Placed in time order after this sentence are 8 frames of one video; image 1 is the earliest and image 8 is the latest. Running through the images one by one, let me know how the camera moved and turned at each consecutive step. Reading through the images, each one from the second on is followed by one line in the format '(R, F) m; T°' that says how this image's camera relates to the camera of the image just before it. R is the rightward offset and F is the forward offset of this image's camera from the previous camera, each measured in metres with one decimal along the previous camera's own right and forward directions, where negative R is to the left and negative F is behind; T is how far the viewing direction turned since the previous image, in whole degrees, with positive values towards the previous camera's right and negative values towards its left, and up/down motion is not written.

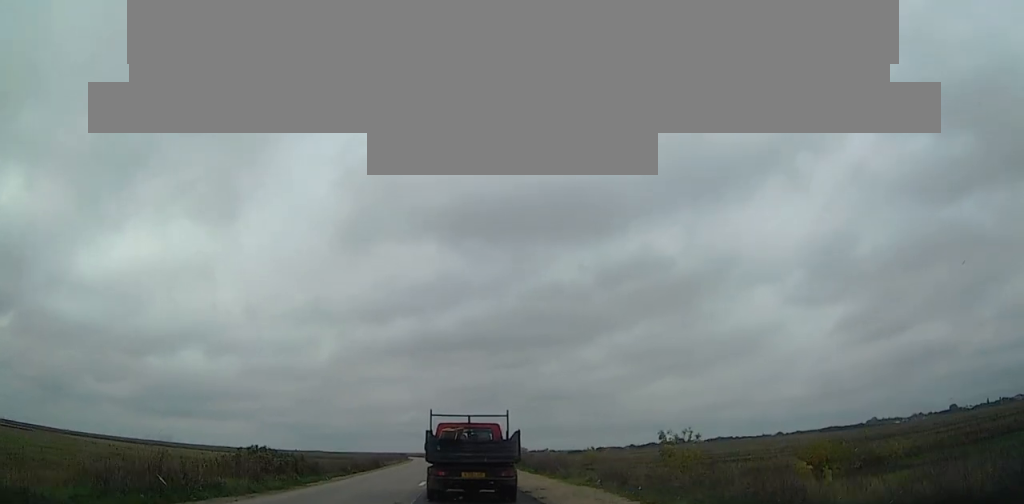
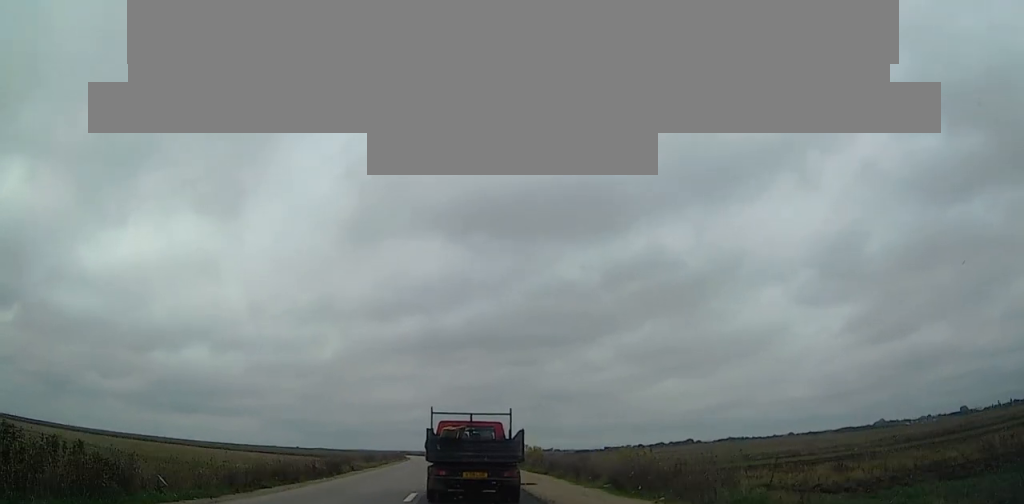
(0.0, +20.0) m; 0°
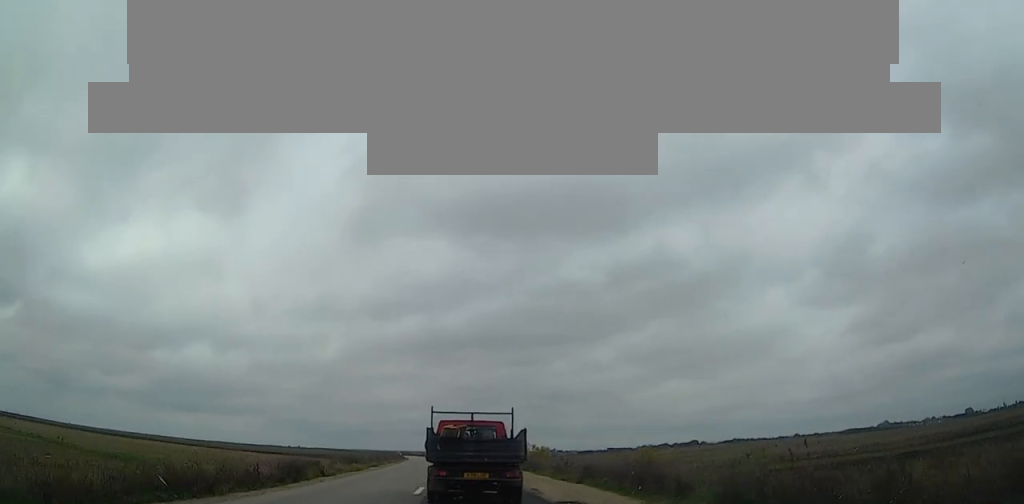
(0.0, +9.3) m; 0°
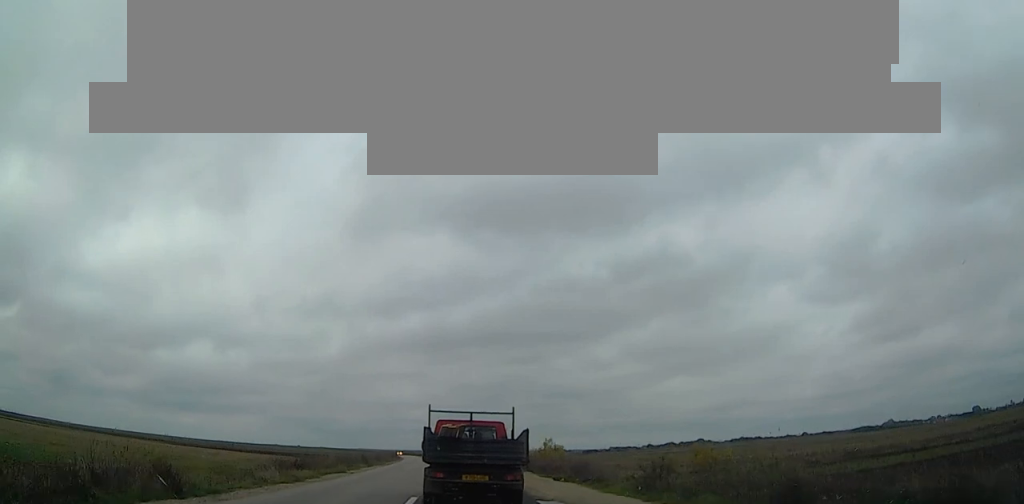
(0.0, +16.4) m; 0°
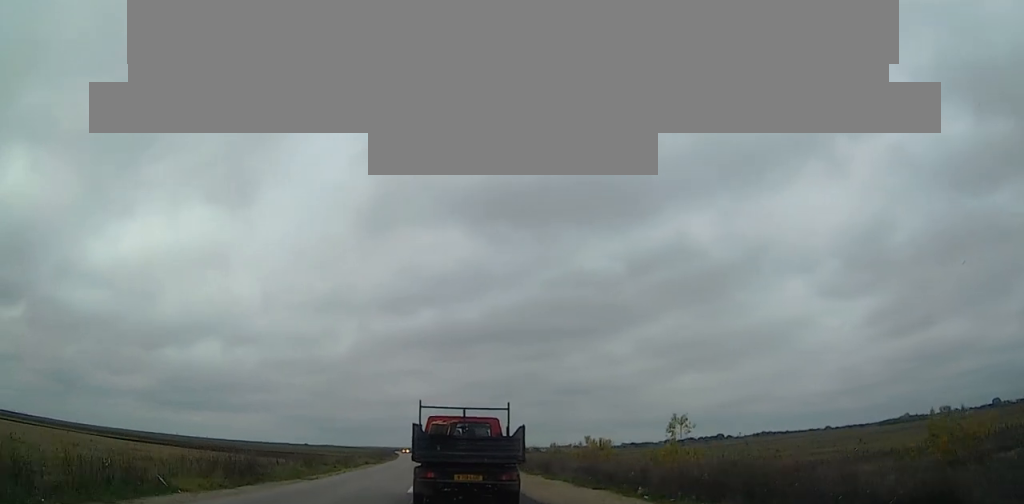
(-0.3, +31.3) m; -1°
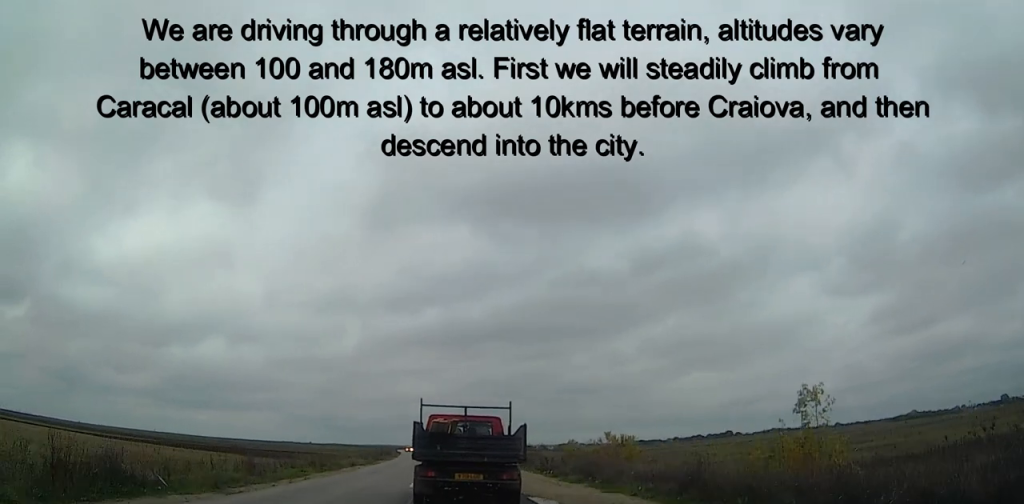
(0.0, +10.2) m; 0°
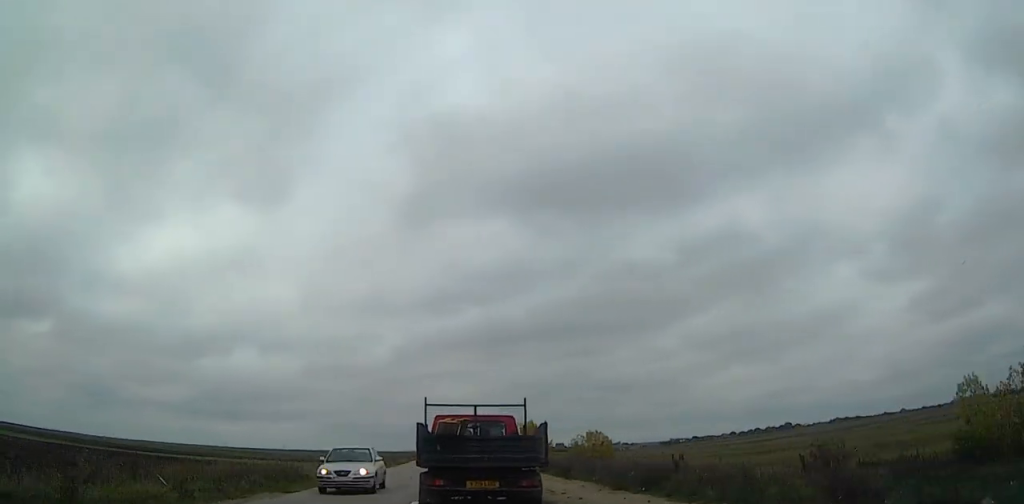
(-1.8, +67.5) m; -3°
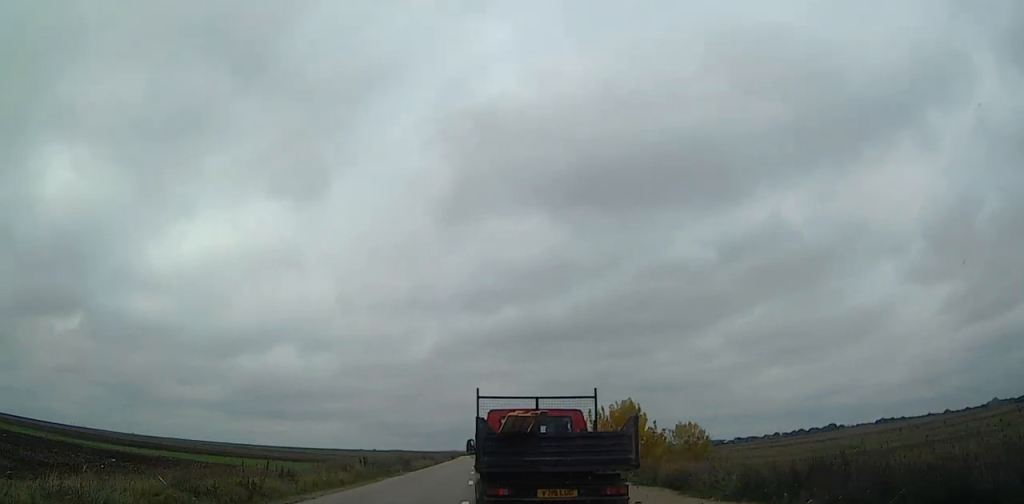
(-0.4, +24.2) m; -3°
